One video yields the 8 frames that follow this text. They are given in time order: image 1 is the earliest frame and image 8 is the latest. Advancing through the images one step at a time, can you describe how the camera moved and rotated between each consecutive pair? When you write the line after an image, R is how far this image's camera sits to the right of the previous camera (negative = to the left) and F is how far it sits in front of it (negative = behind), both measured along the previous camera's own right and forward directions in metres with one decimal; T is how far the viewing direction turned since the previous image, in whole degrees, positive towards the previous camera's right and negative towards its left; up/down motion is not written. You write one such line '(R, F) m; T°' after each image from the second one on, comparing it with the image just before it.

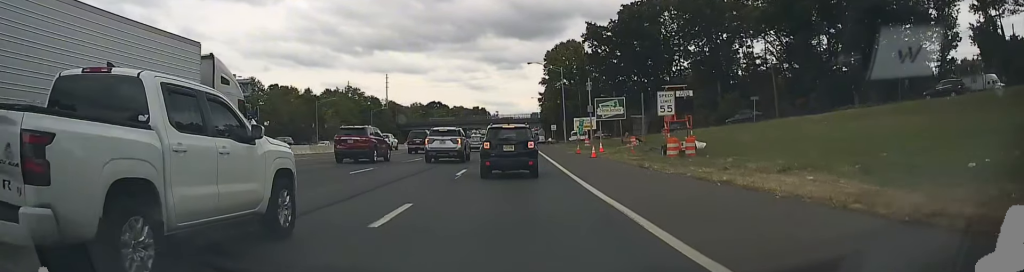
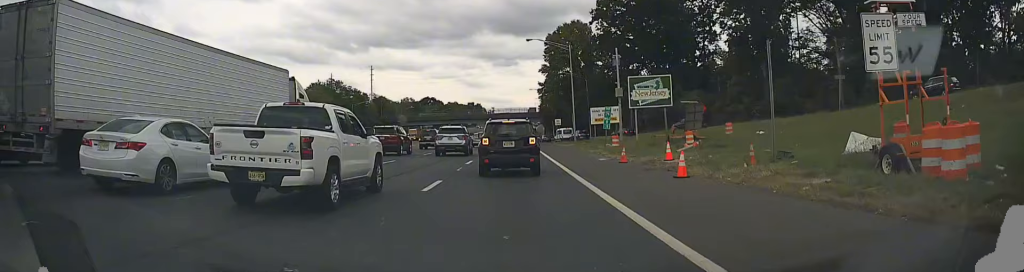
(+0.1, +19.0) m; +1°
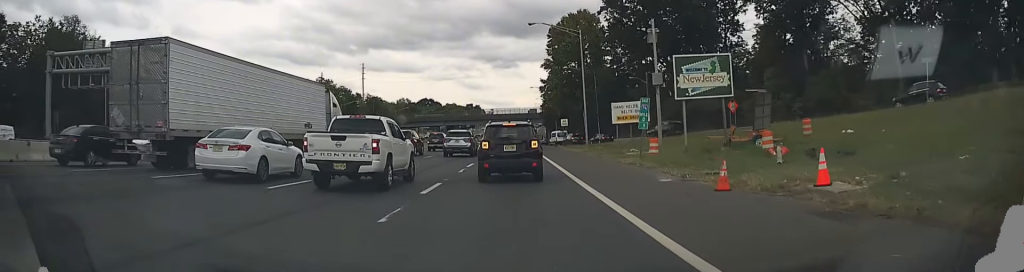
(+0.1, +12.0) m; 0°
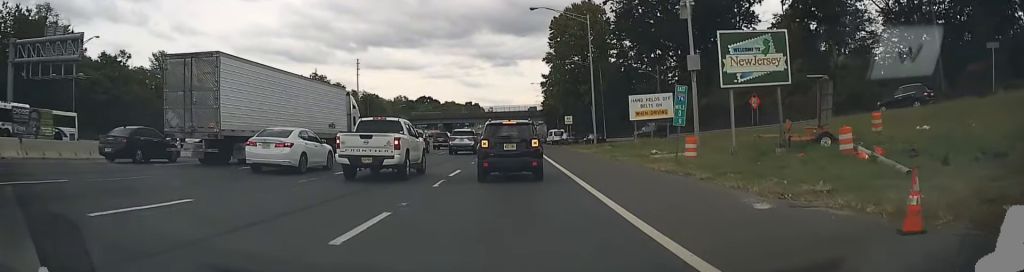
(+0.1, +6.6) m; -1°
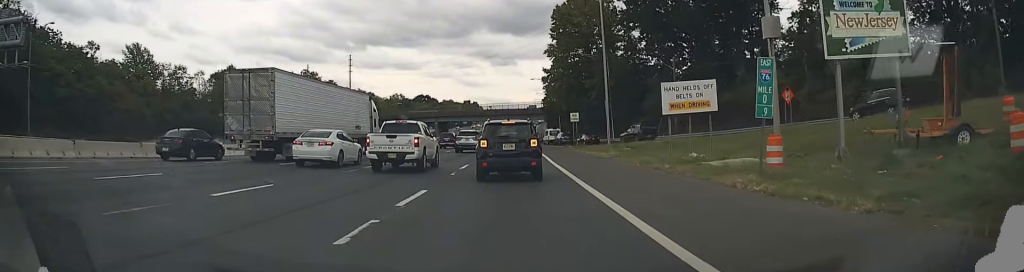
(-0.4, +8.5) m; 0°
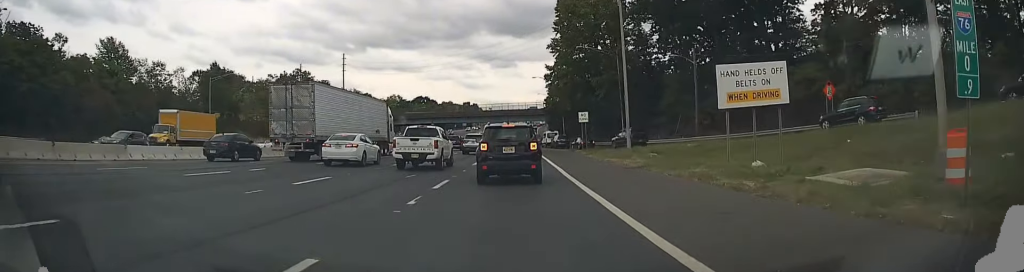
(+0.3, +7.6) m; +1°
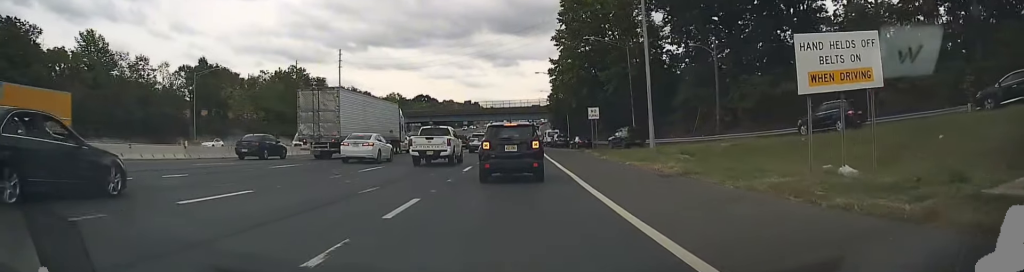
(-0.1, +6.0) m; -1°
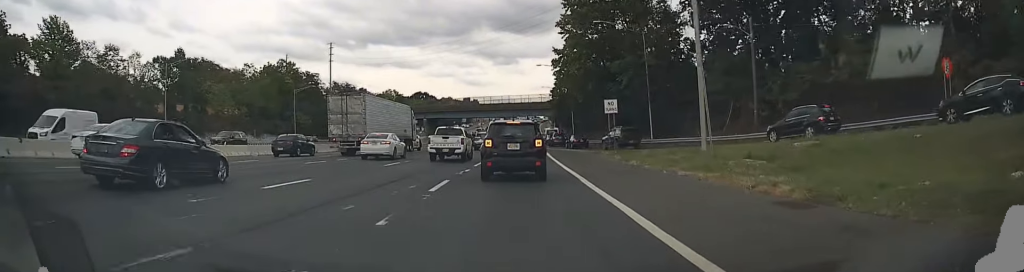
(-0.1, +8.5) m; 0°
